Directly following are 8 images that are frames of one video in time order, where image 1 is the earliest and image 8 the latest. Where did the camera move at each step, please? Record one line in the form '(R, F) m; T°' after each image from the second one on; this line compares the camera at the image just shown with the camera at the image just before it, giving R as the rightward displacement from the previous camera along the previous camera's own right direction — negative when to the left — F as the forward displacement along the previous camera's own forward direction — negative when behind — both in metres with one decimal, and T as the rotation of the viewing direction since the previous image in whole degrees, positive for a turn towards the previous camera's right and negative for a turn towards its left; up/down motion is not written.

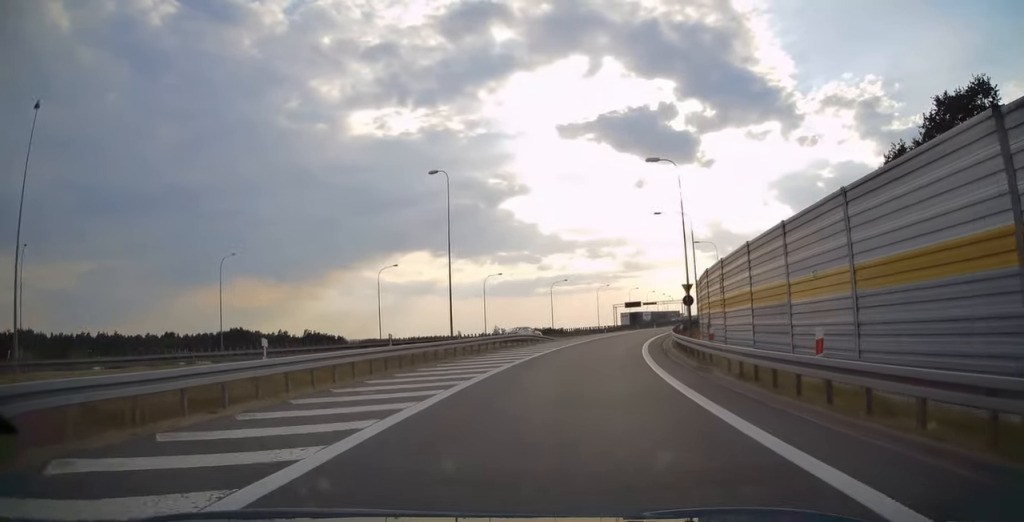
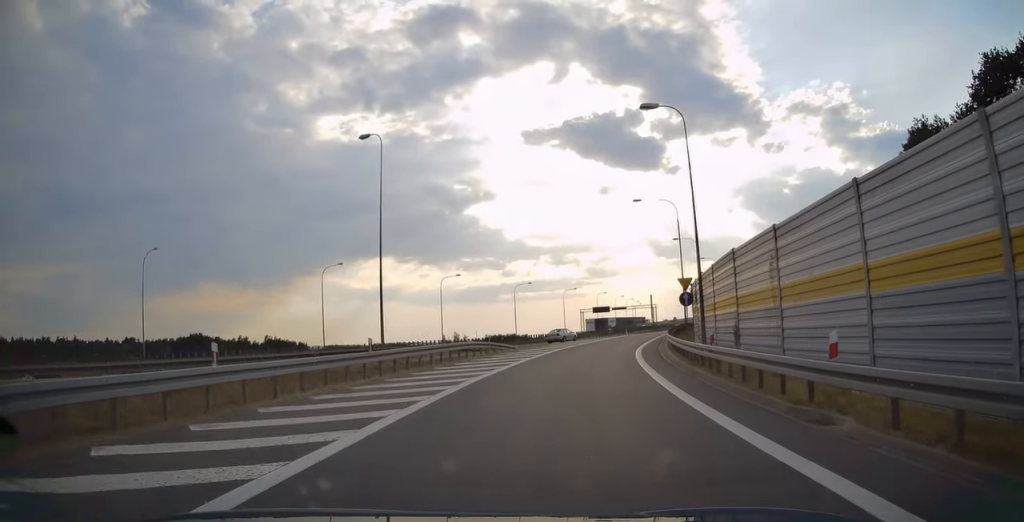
(+0.4, +9.0) m; +4°
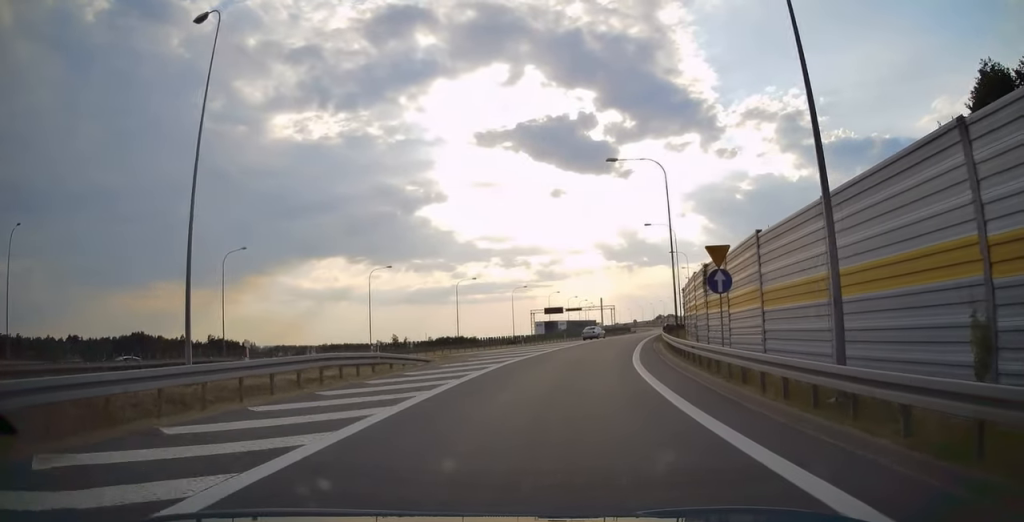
(+0.7, +13.8) m; +5°
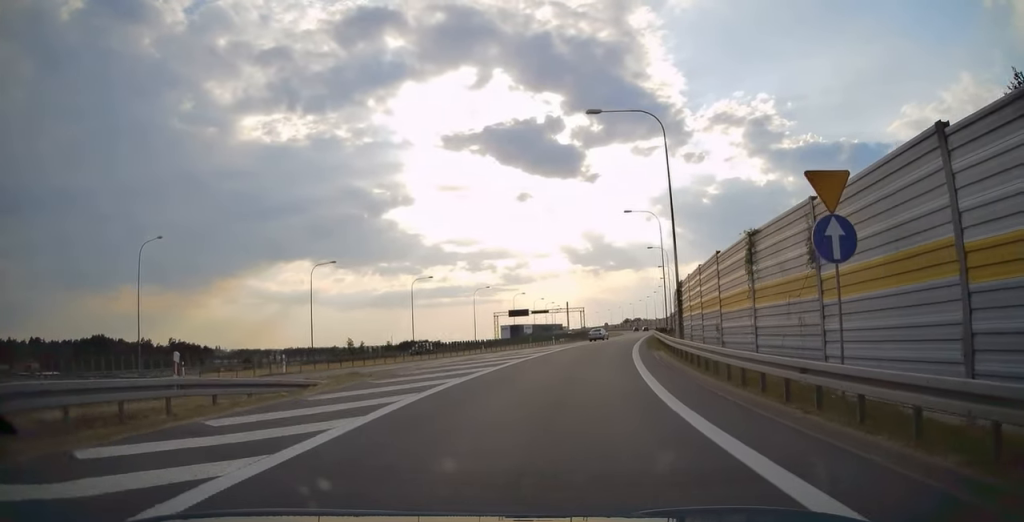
(0.0, +9.4) m; +3°
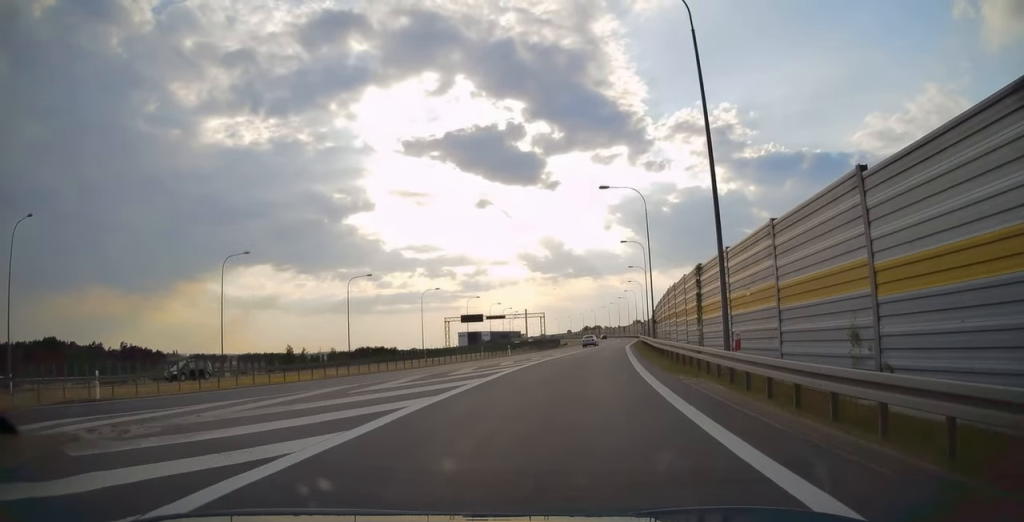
(+0.7, +12.3) m; +4°
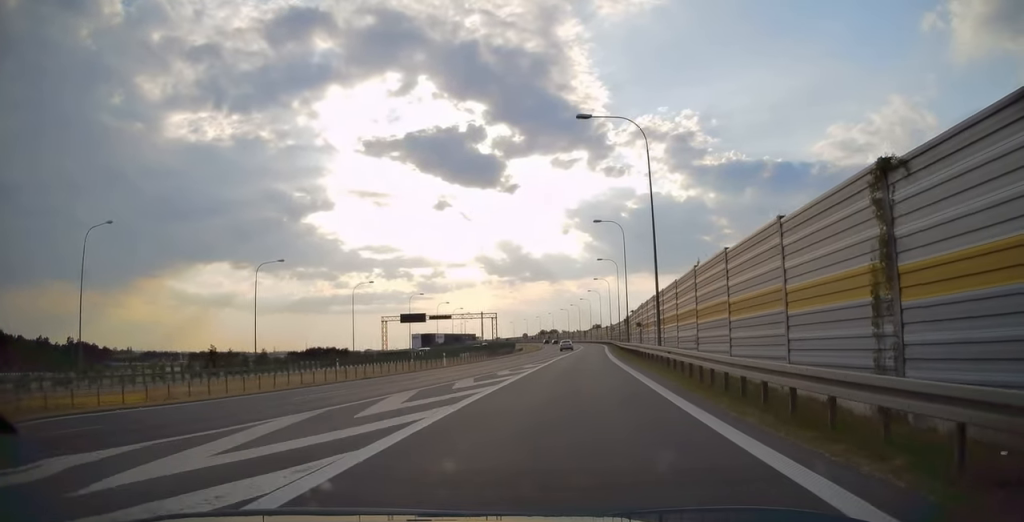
(+0.5, +15.6) m; +5°
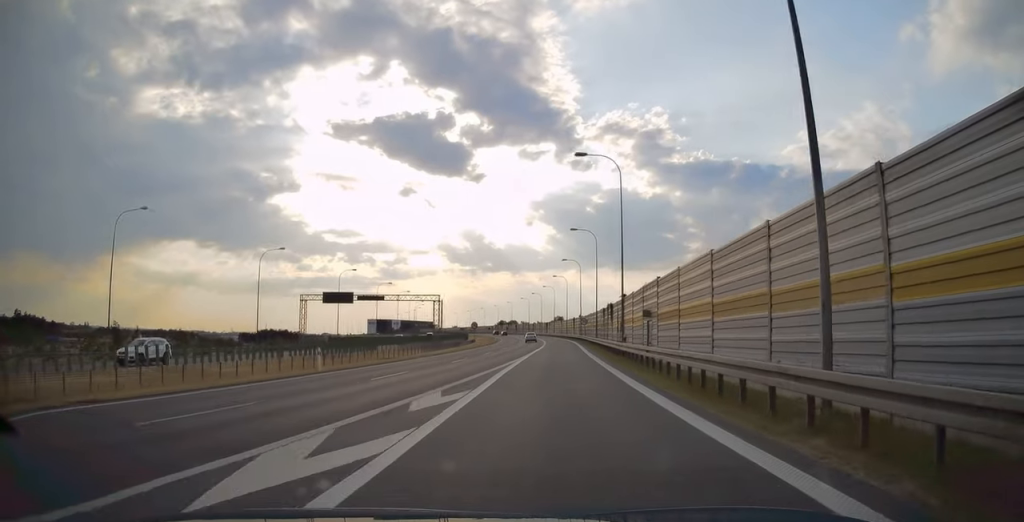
(+1.0, +19.0) m; +4°
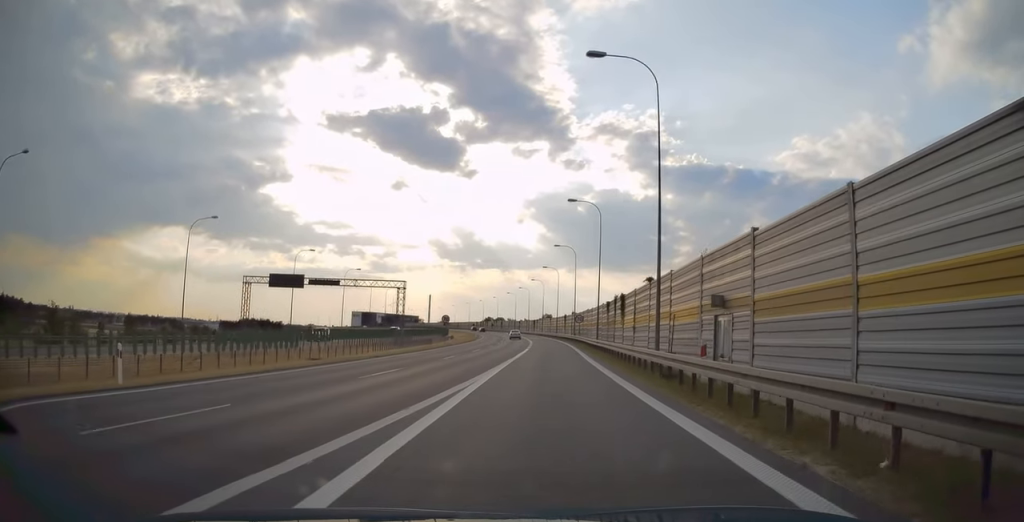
(+0.2, +13.3) m; +2°
